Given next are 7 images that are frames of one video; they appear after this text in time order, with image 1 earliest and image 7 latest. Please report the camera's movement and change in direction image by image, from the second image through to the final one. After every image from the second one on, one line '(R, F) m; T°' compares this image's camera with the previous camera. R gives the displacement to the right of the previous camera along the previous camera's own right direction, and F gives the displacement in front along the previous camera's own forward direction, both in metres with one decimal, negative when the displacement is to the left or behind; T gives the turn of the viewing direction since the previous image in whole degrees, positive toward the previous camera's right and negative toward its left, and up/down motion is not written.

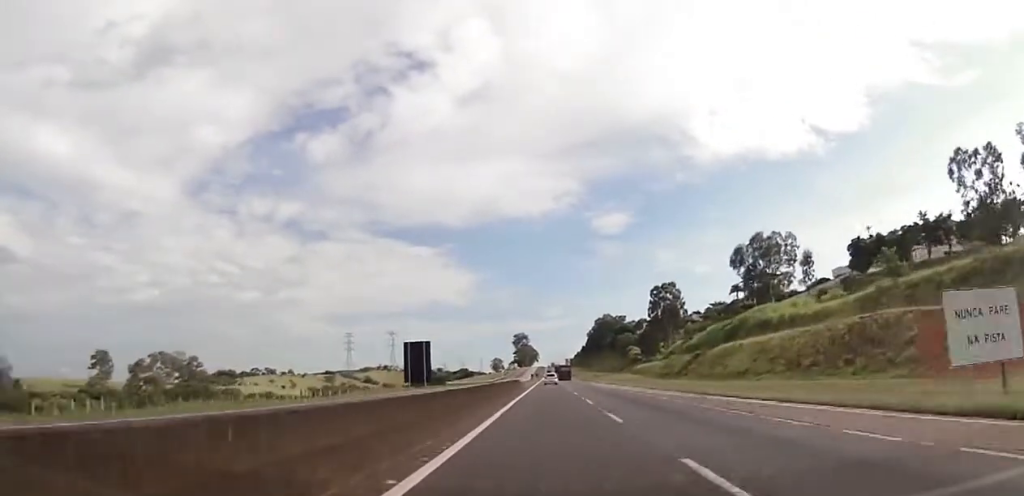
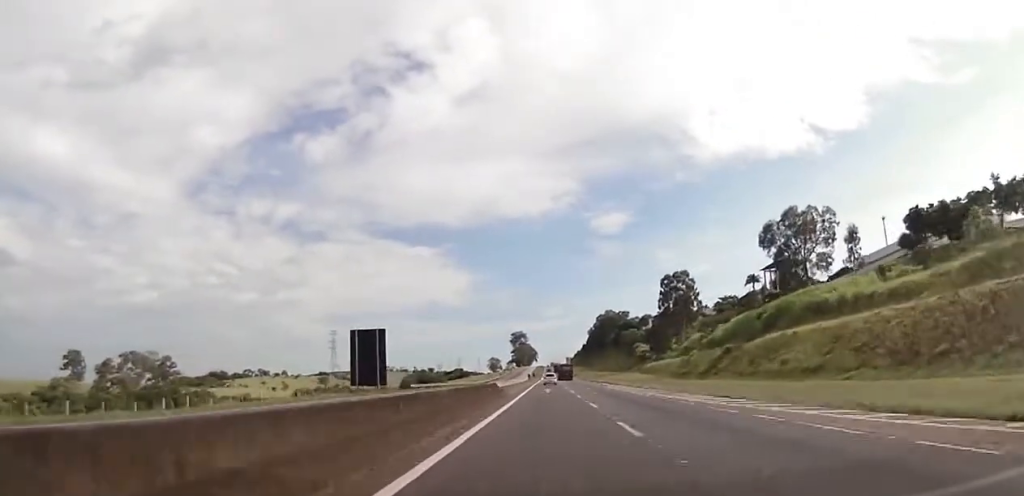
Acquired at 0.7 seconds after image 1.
(0.0, +27.7) m; 0°
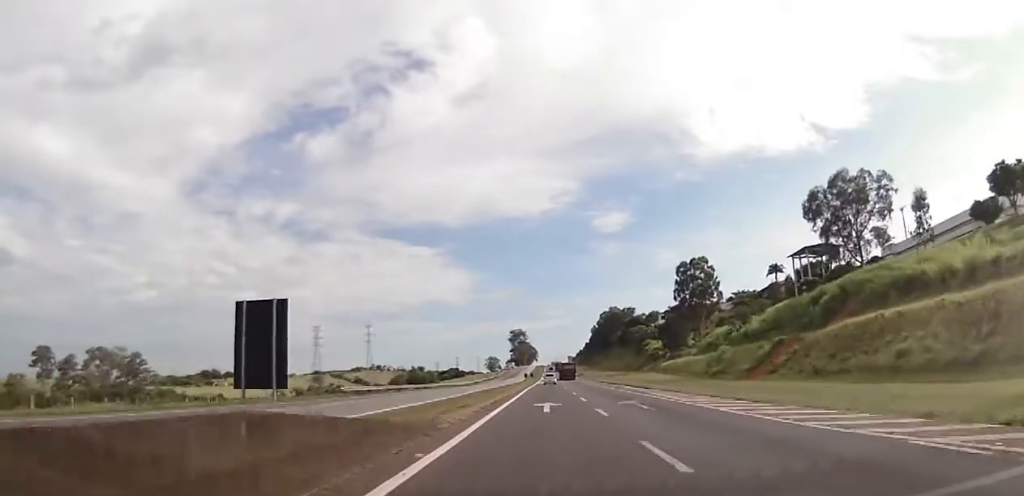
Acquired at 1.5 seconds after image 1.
(0.0, +29.0) m; -1°
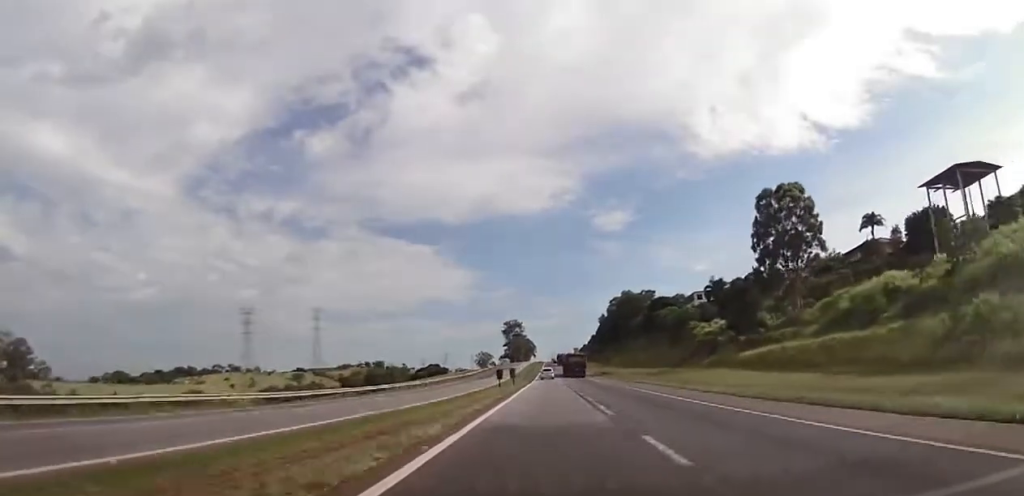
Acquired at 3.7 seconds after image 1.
(+0.3, +82.6) m; +1°
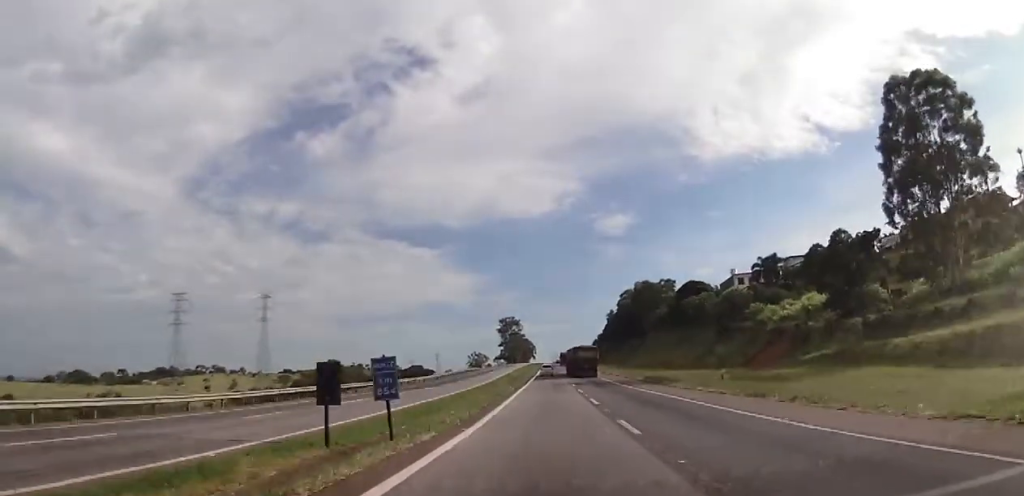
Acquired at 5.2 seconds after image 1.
(-0.1, +54.8) m; 0°
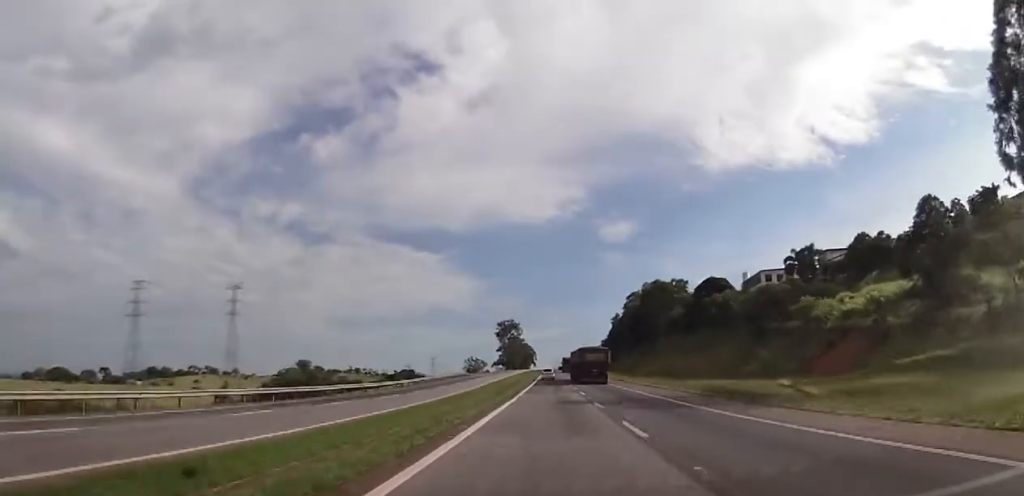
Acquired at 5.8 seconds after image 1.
(0.0, +24.8) m; 0°
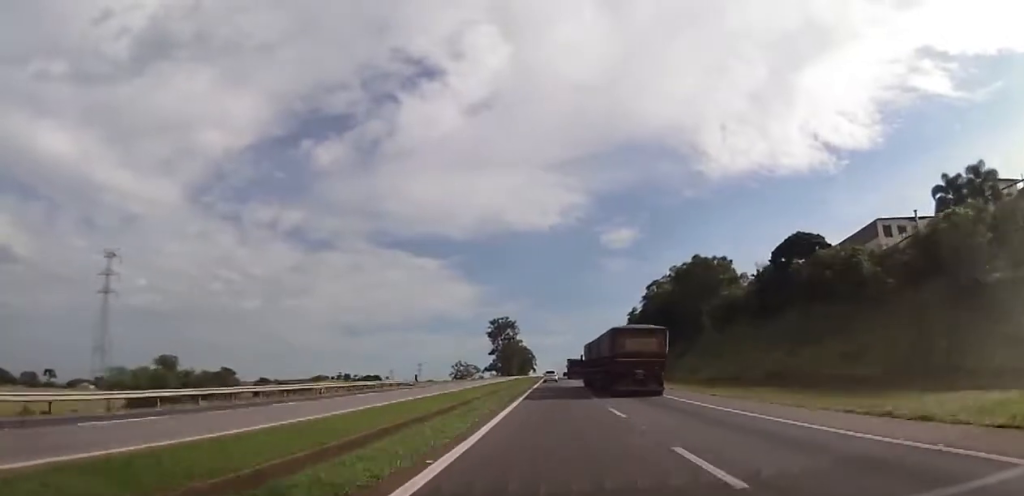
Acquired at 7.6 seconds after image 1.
(-0.6, +66.6) m; 0°
